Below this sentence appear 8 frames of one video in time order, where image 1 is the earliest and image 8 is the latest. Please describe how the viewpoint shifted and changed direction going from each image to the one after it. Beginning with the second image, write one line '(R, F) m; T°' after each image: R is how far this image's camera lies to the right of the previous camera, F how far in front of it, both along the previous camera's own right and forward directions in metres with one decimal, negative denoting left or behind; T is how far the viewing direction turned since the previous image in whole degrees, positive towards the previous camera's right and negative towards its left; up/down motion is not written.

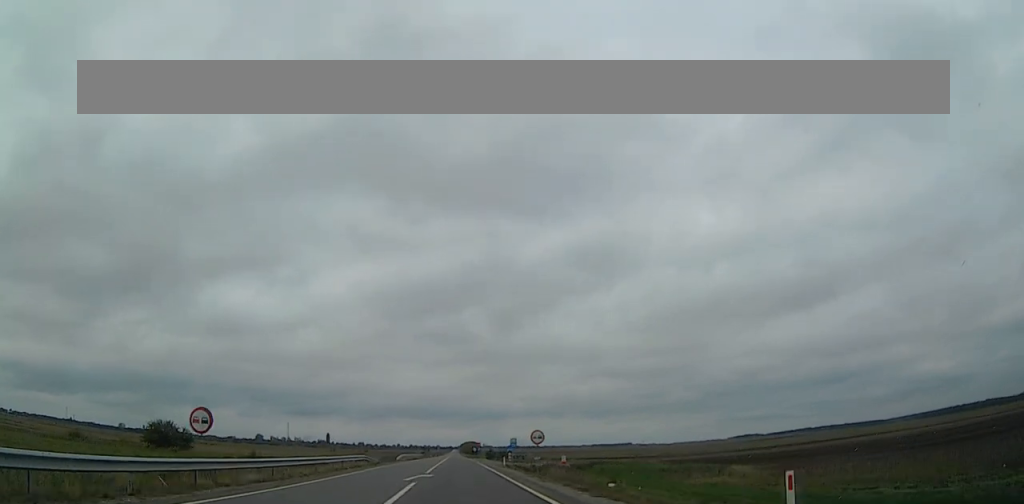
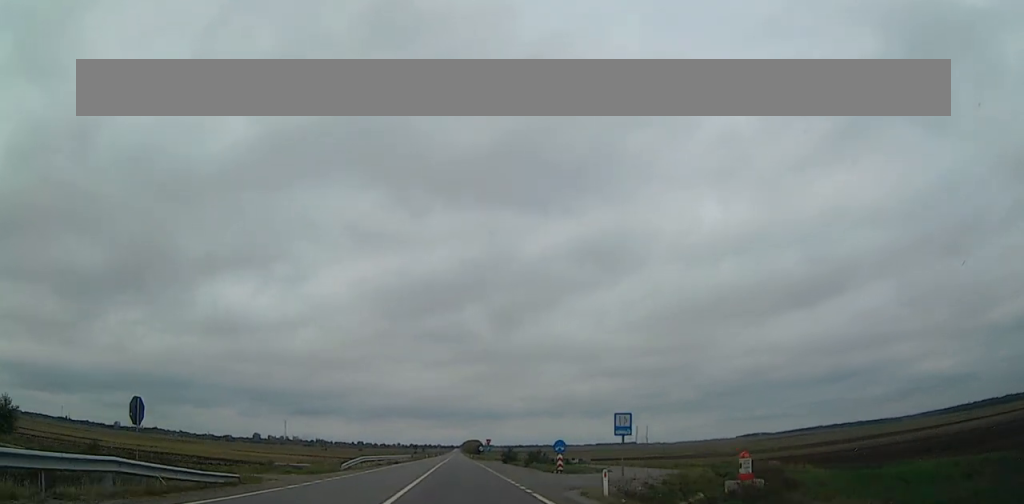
(-0.1, +38.2) m; 0°
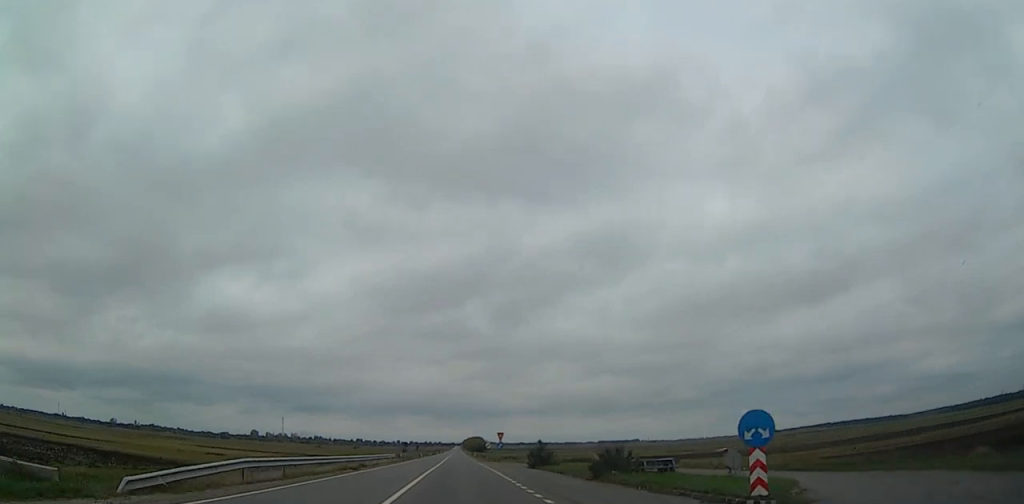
(-0.1, +27.8) m; 0°
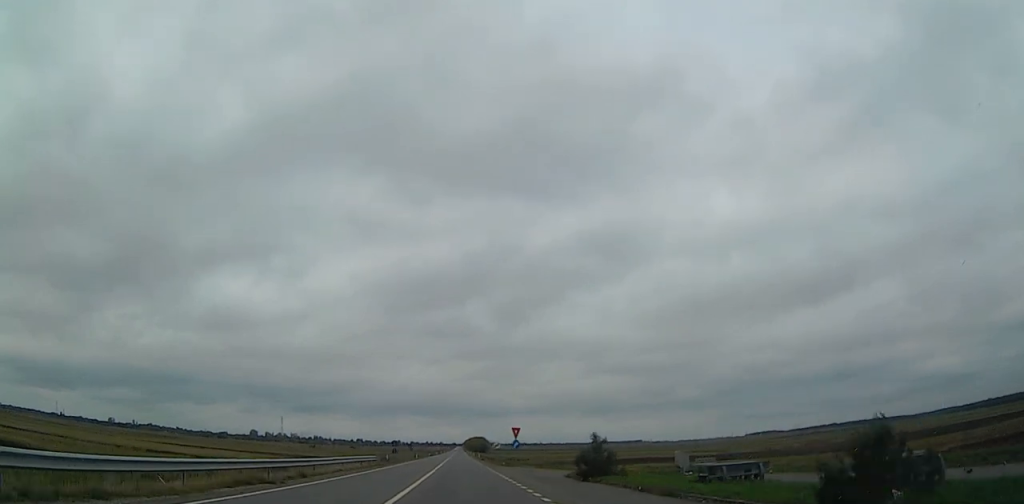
(+0.1, +19.5) m; 0°
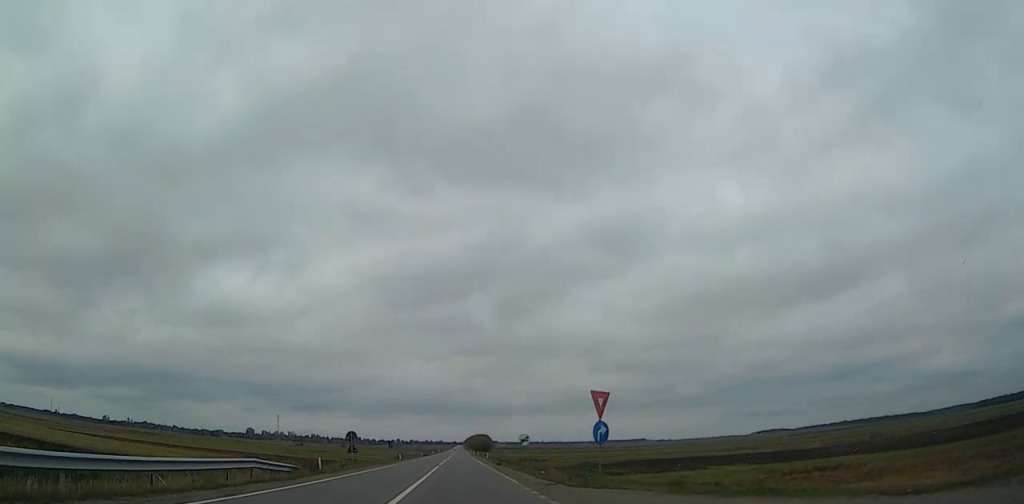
(-0.2, +33.8) m; 0°
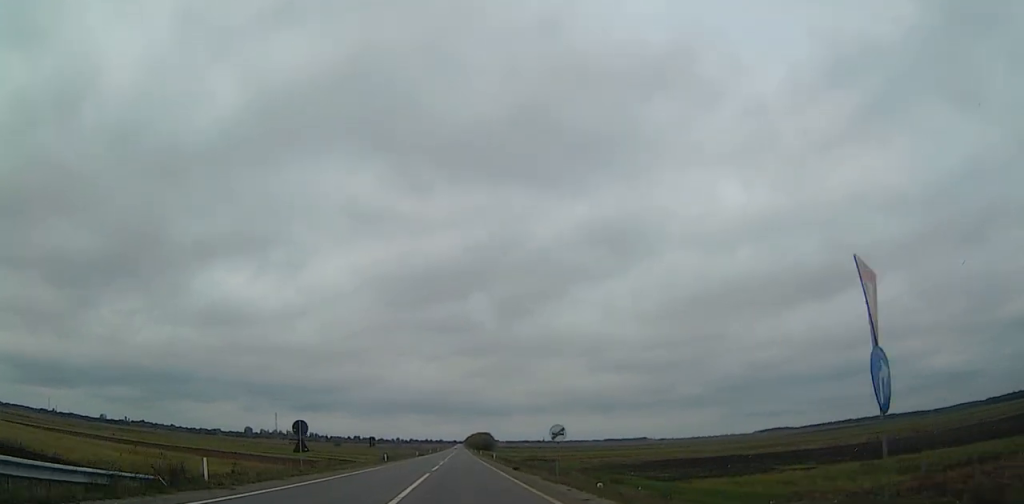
(0.0, +16.3) m; 0°
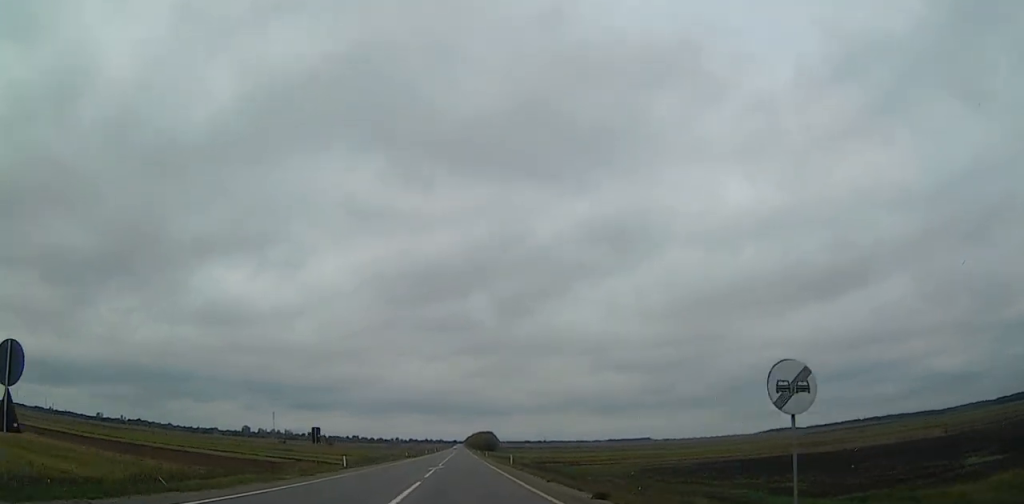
(0.0, +23.4) m; 0°
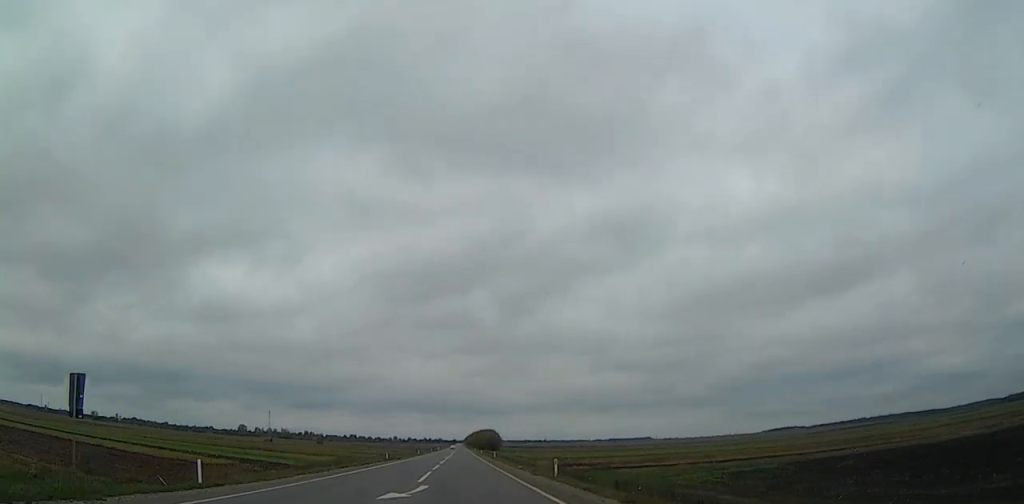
(+0.1, +23.6) m; 0°
